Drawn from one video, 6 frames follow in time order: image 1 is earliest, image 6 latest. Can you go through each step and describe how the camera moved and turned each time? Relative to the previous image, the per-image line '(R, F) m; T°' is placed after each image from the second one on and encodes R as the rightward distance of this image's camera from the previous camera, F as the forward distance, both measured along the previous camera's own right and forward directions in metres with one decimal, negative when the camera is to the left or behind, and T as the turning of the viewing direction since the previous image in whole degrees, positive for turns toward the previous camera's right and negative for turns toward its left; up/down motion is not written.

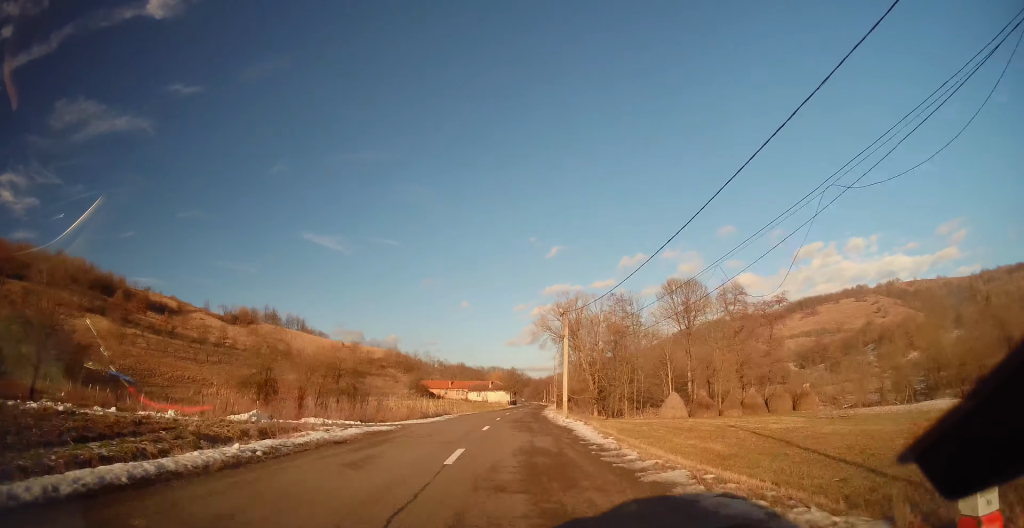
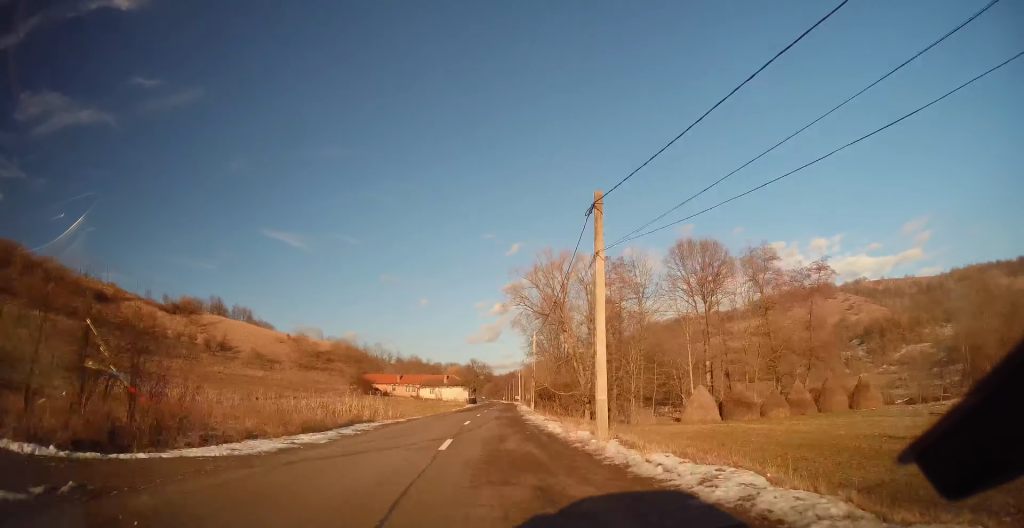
(+1.0, +21.2) m; +4°
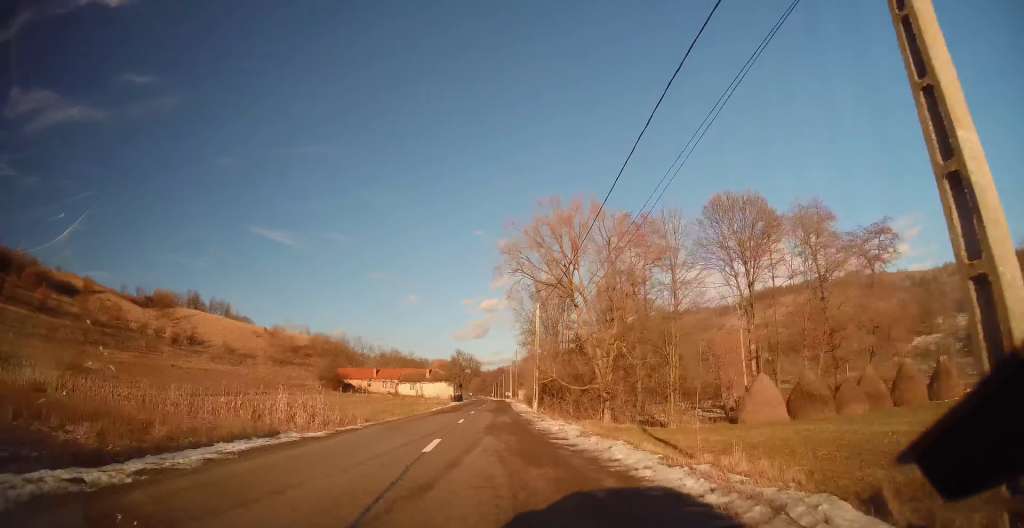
(+0.1, +13.7) m; +1°
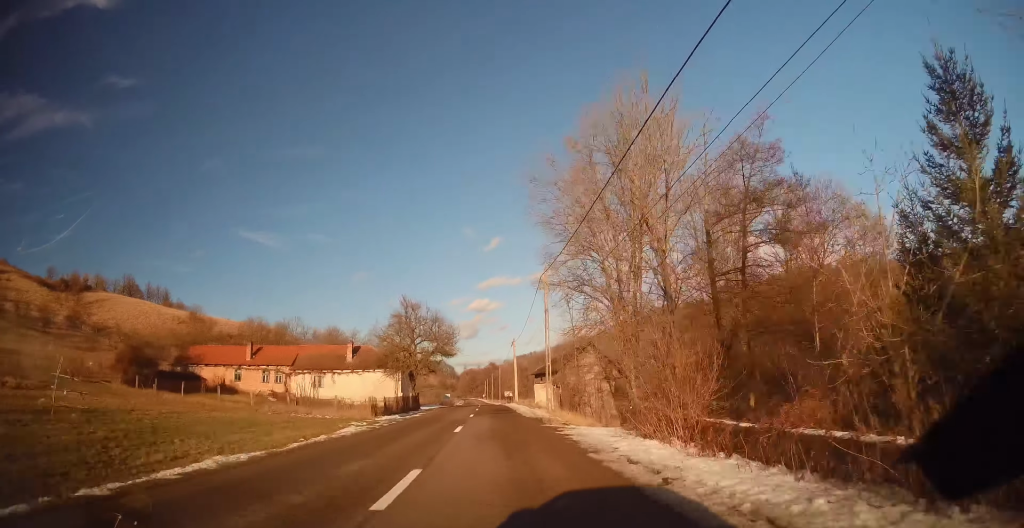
(+0.2, +54.7) m; 0°
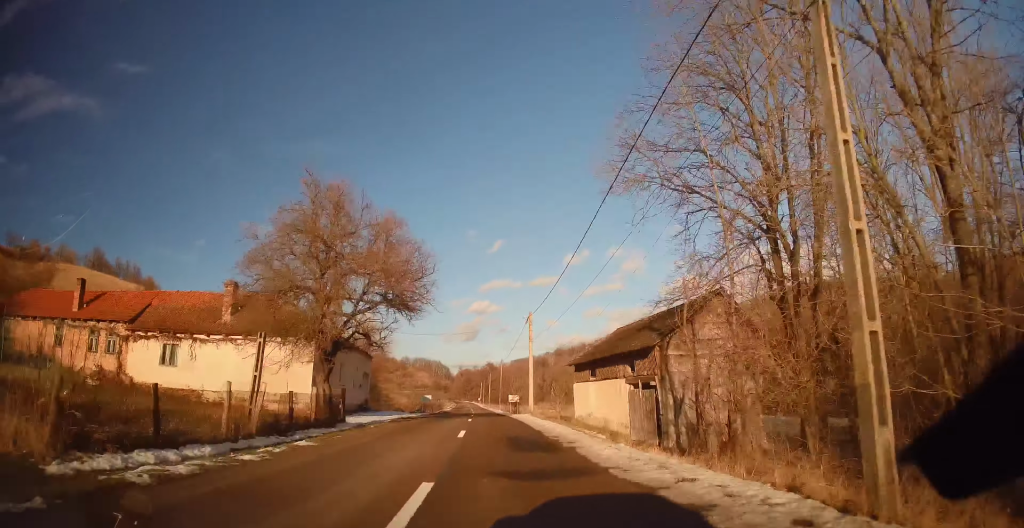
(-0.2, +25.7) m; 0°
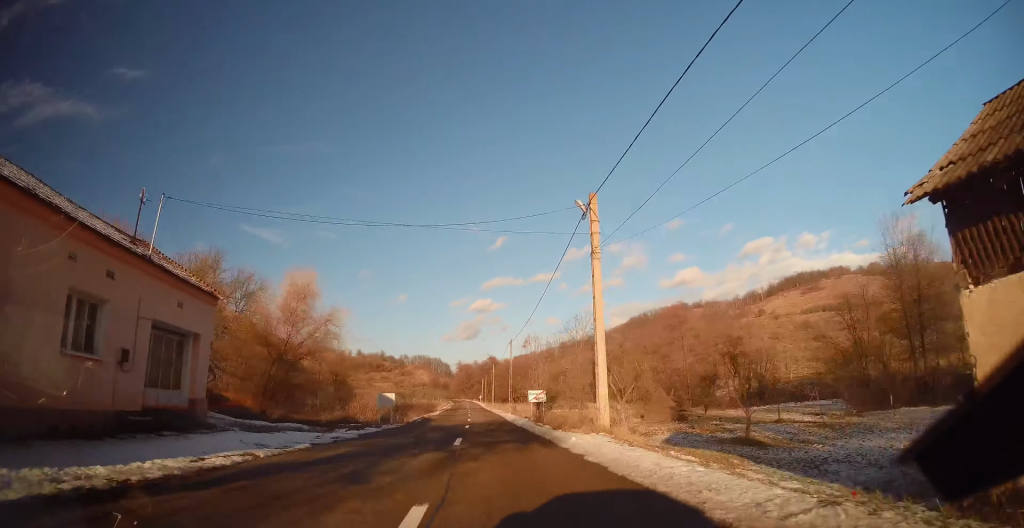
(+0.2, +26.5) m; 0°
